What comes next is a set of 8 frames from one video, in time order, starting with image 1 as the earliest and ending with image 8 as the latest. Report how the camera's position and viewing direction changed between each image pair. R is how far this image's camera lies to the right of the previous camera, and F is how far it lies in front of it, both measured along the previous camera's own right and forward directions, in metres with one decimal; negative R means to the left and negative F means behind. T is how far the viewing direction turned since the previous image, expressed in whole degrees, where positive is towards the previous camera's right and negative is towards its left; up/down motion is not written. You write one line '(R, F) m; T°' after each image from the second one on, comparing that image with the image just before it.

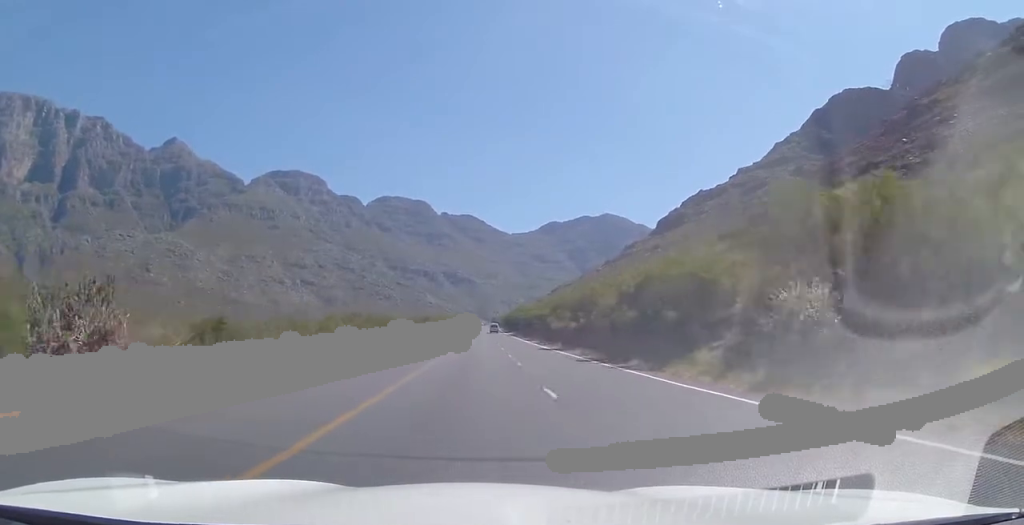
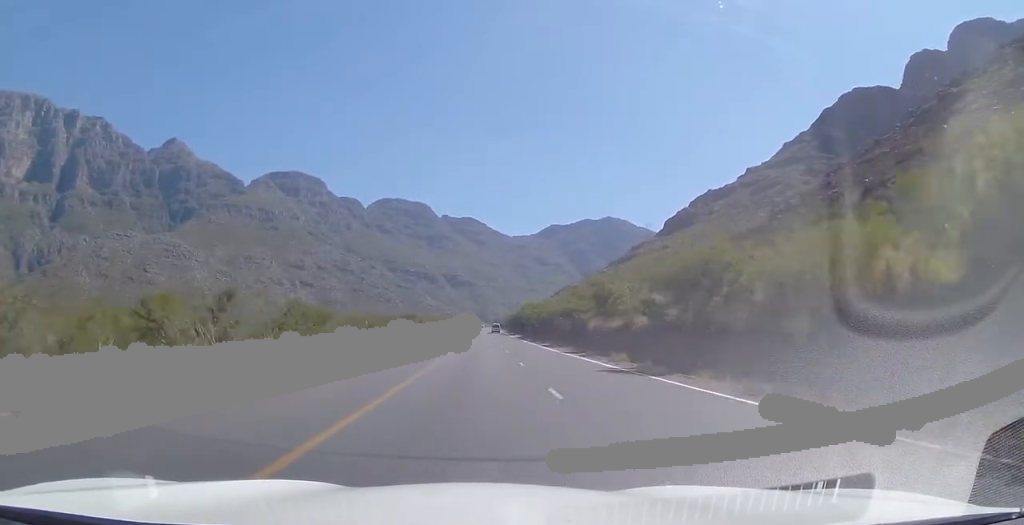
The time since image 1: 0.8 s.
(-0.1, +23.5) m; 0°
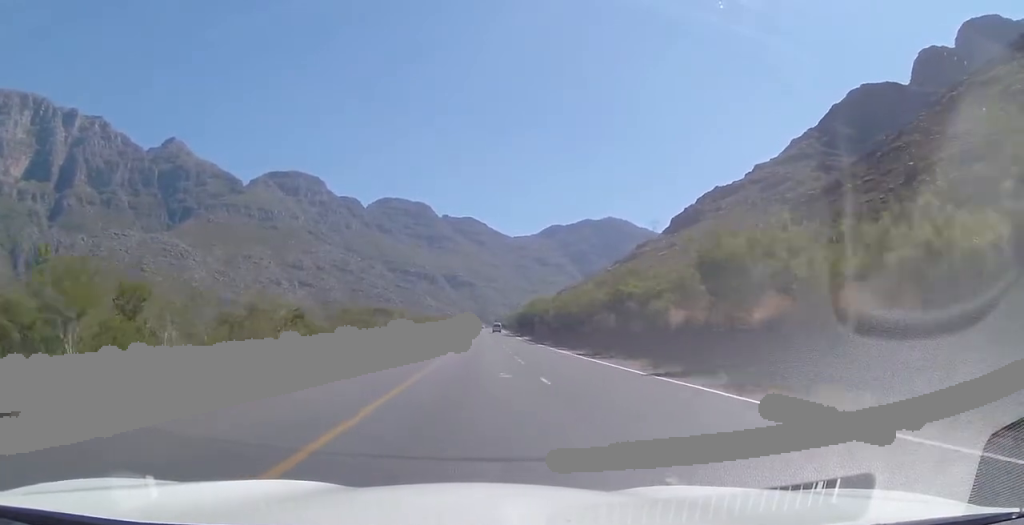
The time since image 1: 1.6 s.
(0.0, +20.6) m; 0°
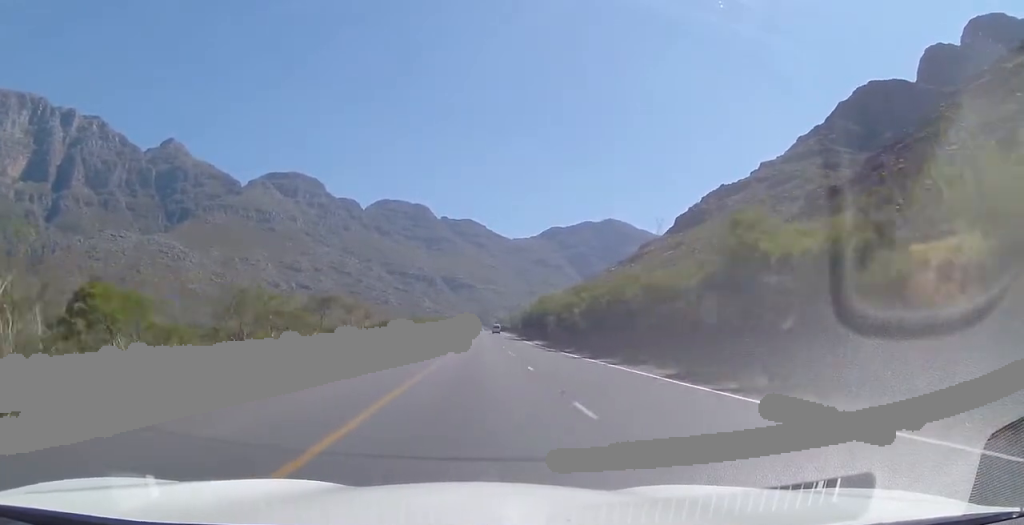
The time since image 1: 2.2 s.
(+0.1, +17.7) m; 0°
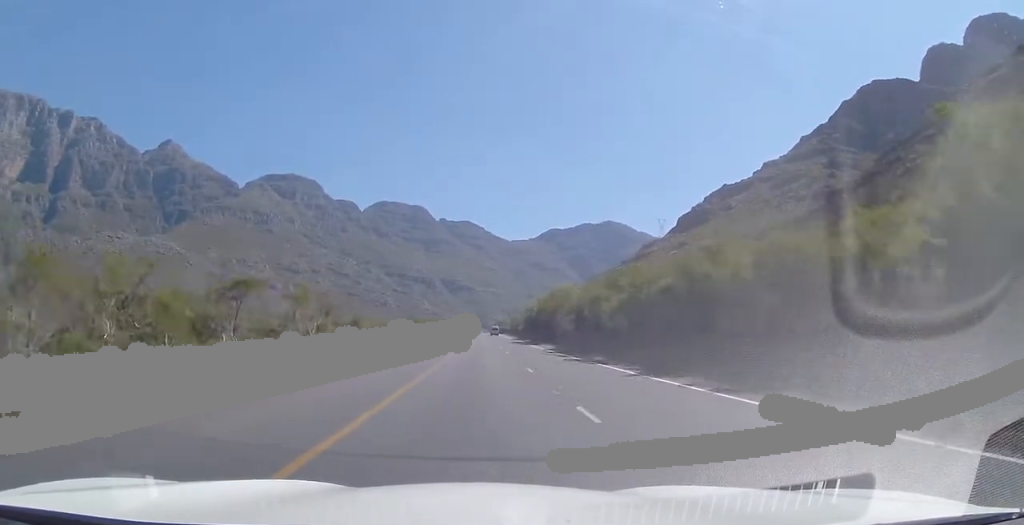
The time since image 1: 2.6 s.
(0.0, +12.1) m; 0°
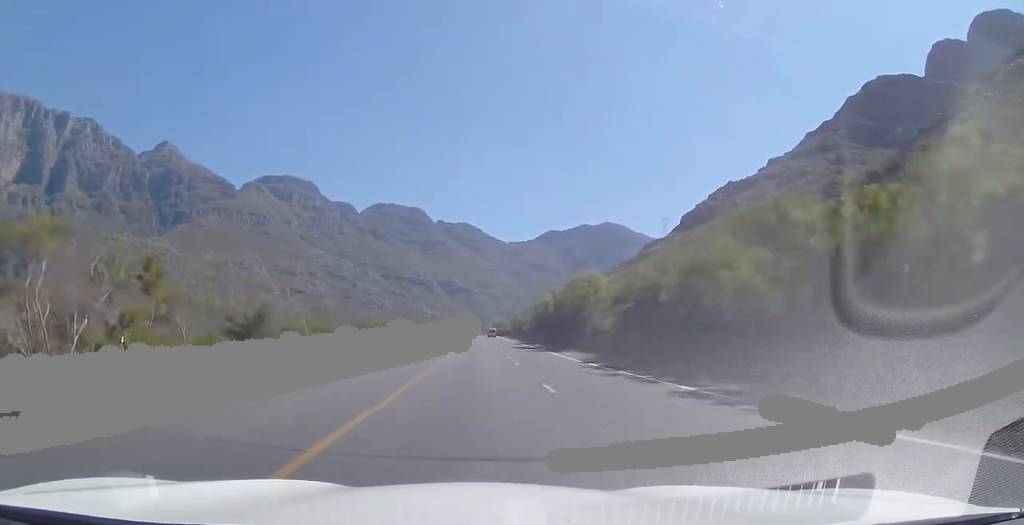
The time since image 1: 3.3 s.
(0.0, +18.8) m; 0°
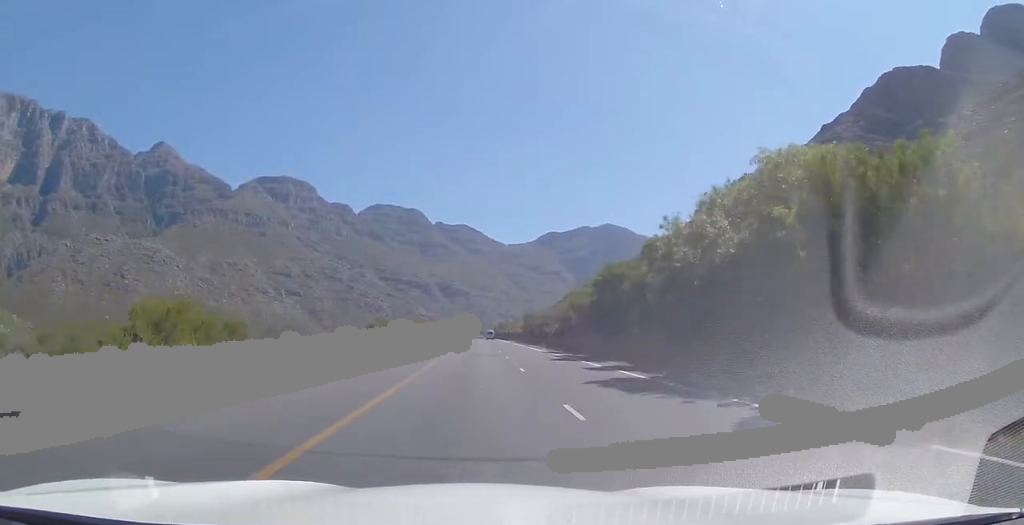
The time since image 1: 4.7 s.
(+0.1, +40.7) m; +1°
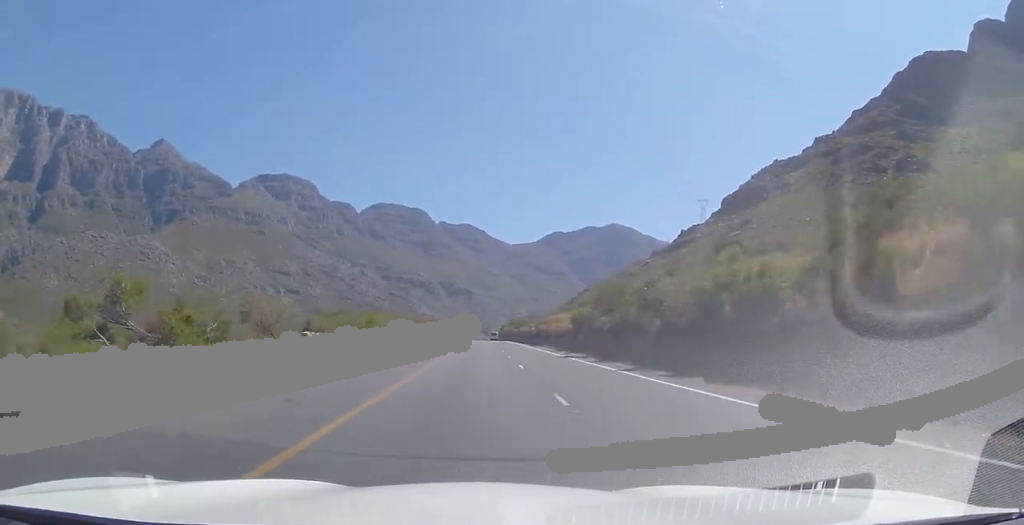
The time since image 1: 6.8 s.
(+0.3, +57.3) m; -1°
